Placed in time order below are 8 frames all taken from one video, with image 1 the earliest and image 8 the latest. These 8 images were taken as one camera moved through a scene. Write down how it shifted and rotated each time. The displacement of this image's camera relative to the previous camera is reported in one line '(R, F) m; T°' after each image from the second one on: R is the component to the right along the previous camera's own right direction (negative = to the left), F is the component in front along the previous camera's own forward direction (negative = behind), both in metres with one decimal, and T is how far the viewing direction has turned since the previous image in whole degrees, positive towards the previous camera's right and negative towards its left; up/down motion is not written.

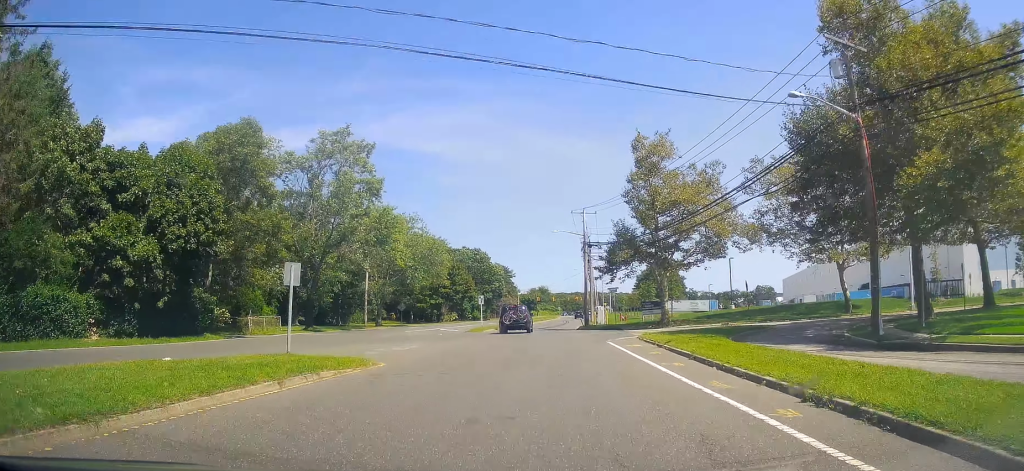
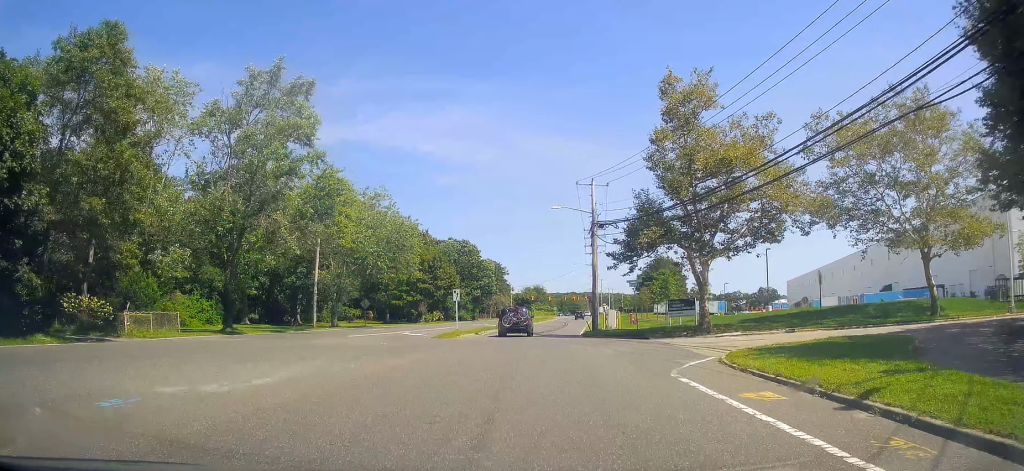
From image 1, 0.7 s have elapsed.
(-0.3, +12.9) m; +1°
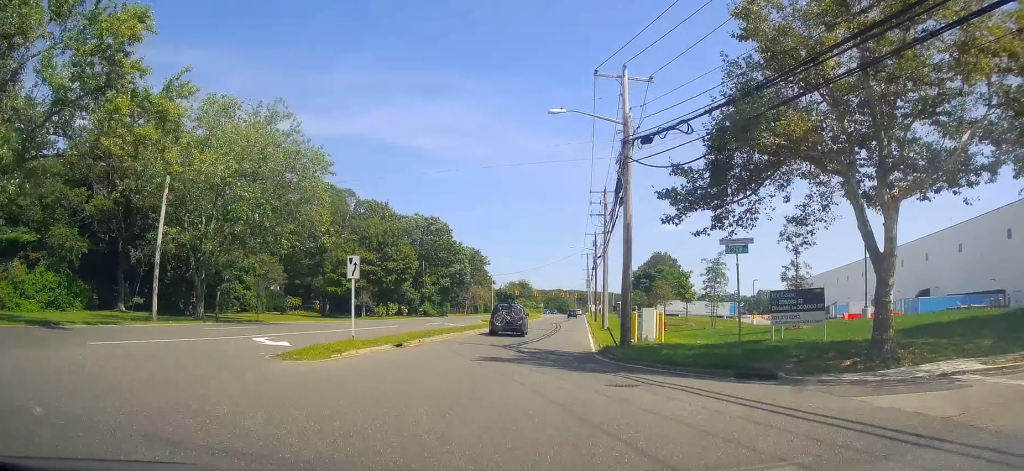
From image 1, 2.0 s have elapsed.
(+0.7, +21.1) m; +3°
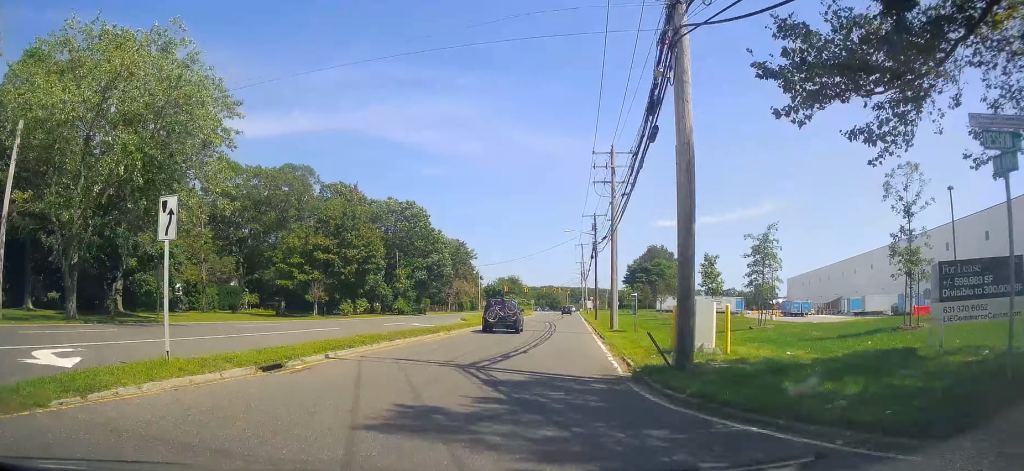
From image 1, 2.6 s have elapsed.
(0.0, +10.4) m; +1°
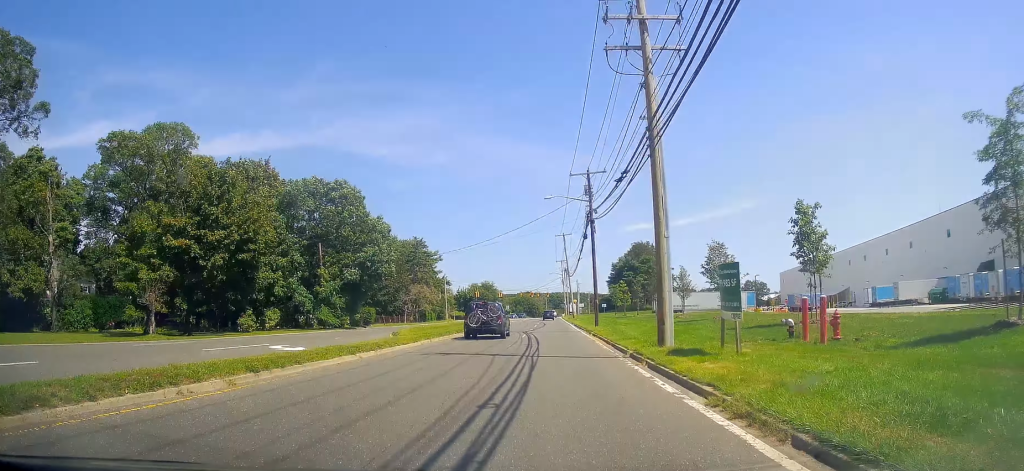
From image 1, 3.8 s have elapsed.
(+0.5, +19.1) m; +1°
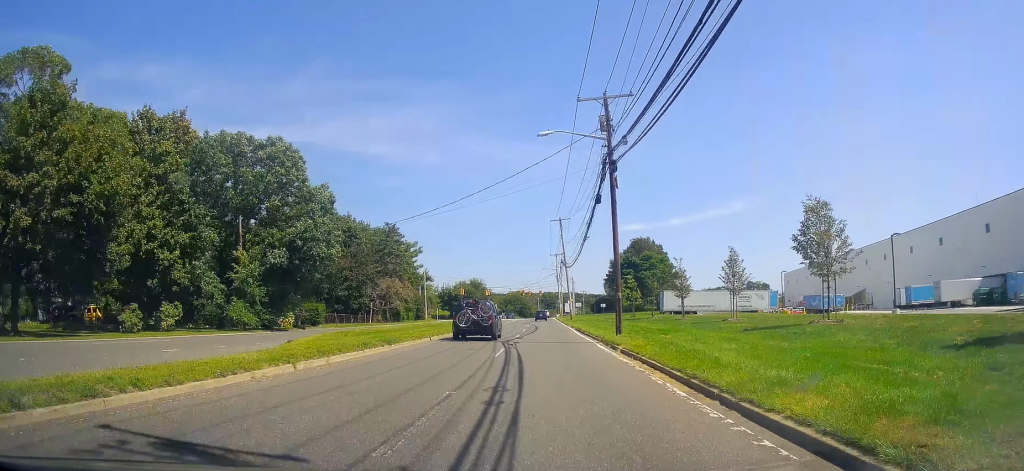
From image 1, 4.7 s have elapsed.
(-0.1, +14.2) m; 0°
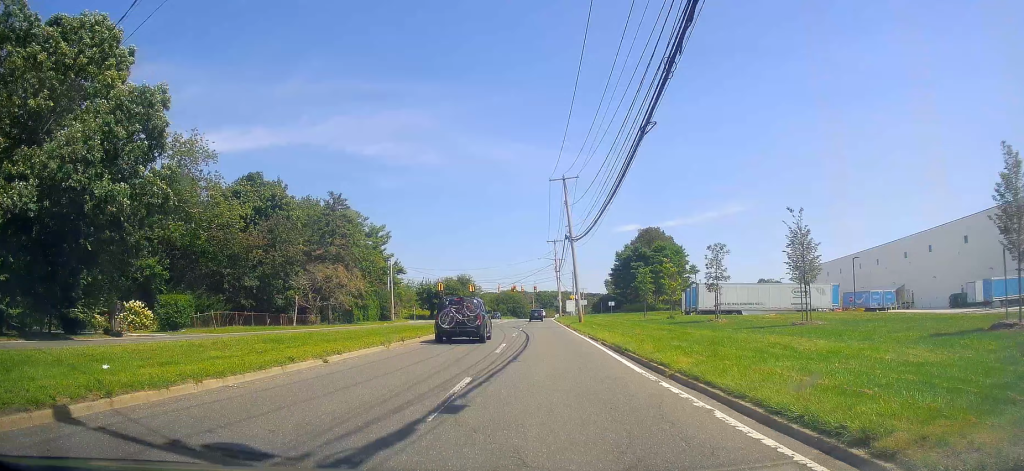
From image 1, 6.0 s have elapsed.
(+0.4, +21.9) m; +3°
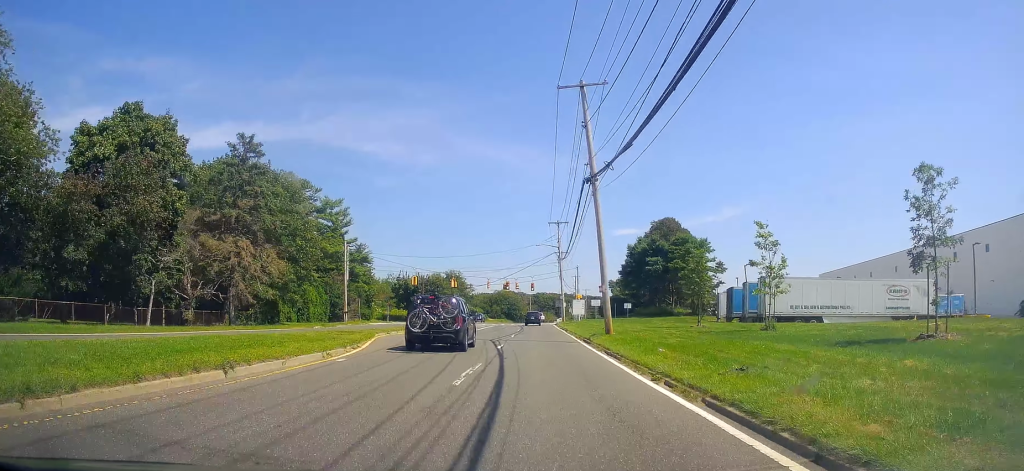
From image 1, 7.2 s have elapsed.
(+0.4, +20.4) m; 0°
